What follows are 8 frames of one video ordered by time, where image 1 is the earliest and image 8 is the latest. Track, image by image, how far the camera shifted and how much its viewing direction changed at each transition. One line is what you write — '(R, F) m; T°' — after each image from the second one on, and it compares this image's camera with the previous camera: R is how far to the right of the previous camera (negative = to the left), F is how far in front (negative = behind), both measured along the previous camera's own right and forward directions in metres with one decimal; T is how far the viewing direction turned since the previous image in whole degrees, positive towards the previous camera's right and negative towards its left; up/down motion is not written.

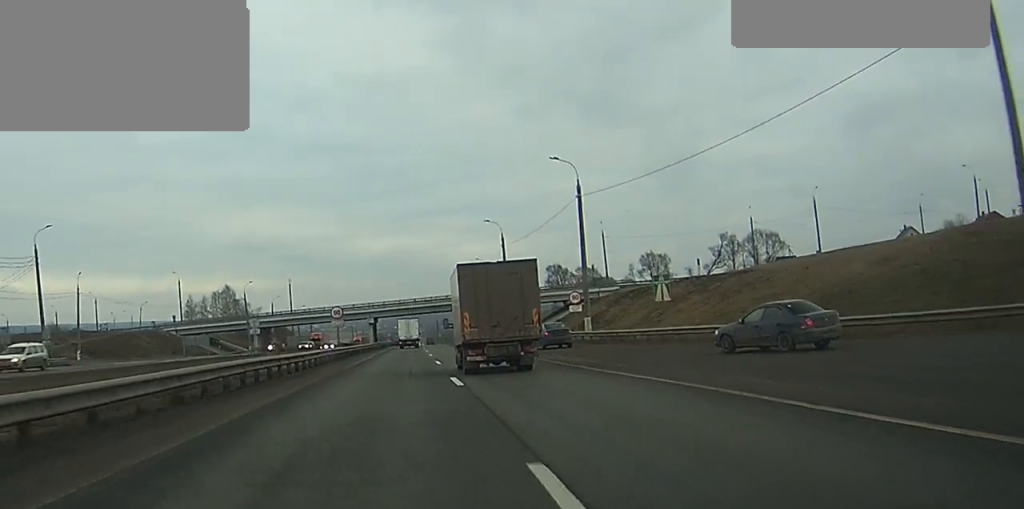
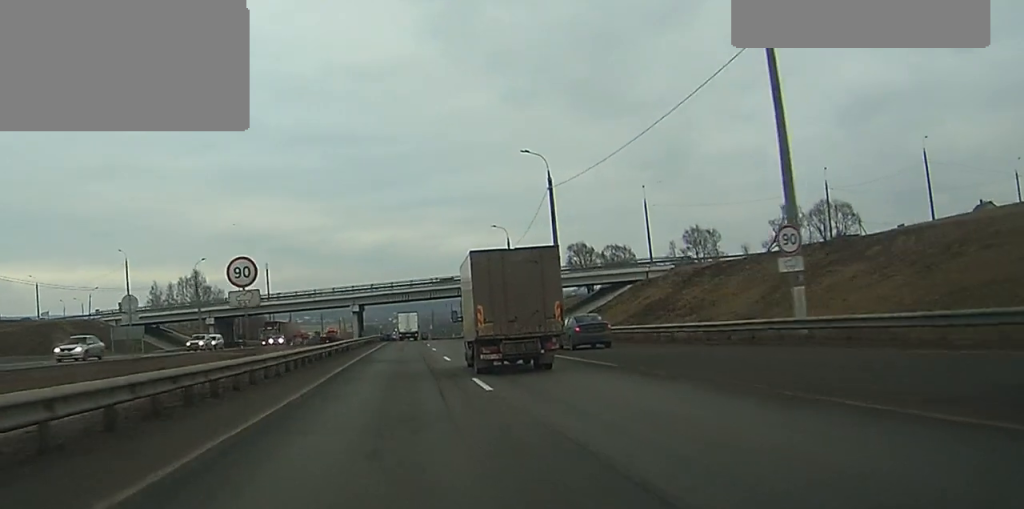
(+0.6, +35.9) m; +2°
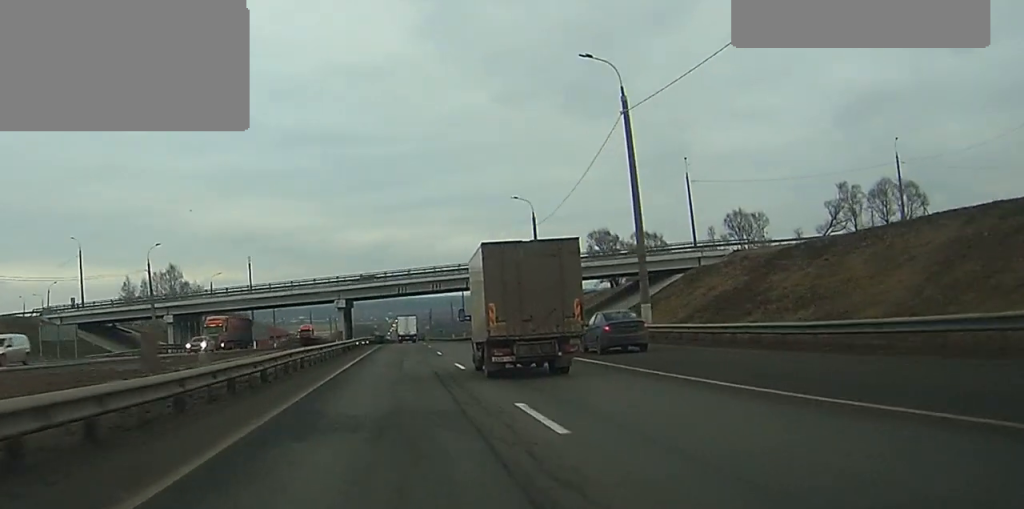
(+0.2, +23.6) m; 0°
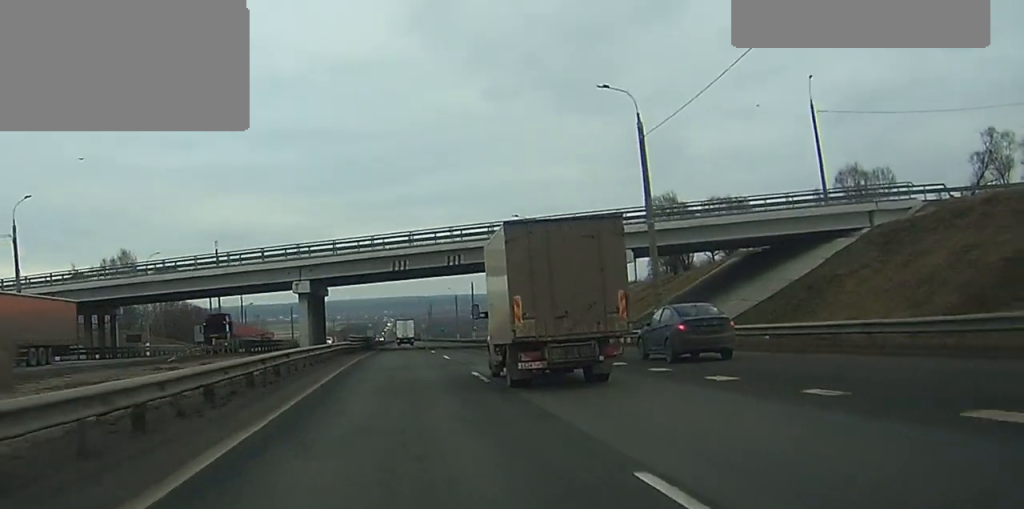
(0.0, +38.9) m; 0°
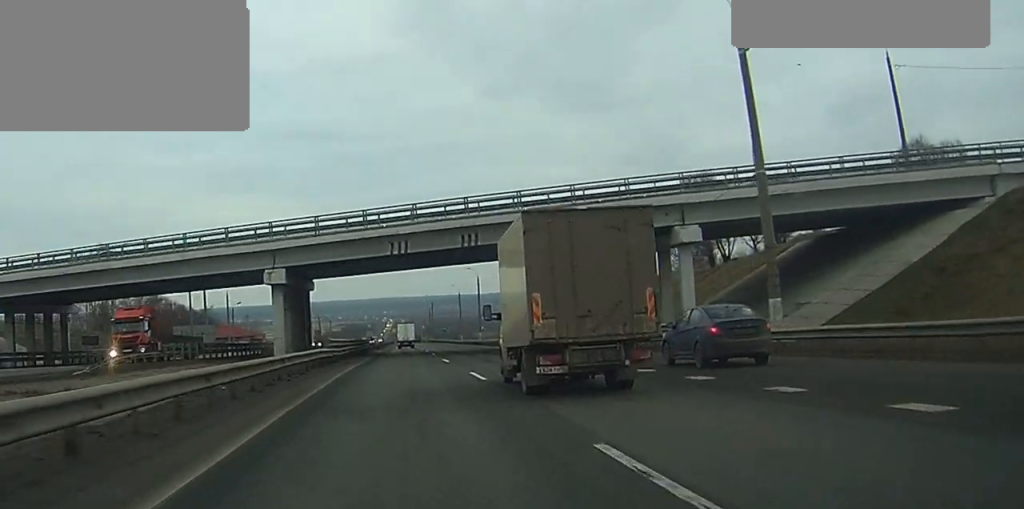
(0.0, +14.4) m; 0°
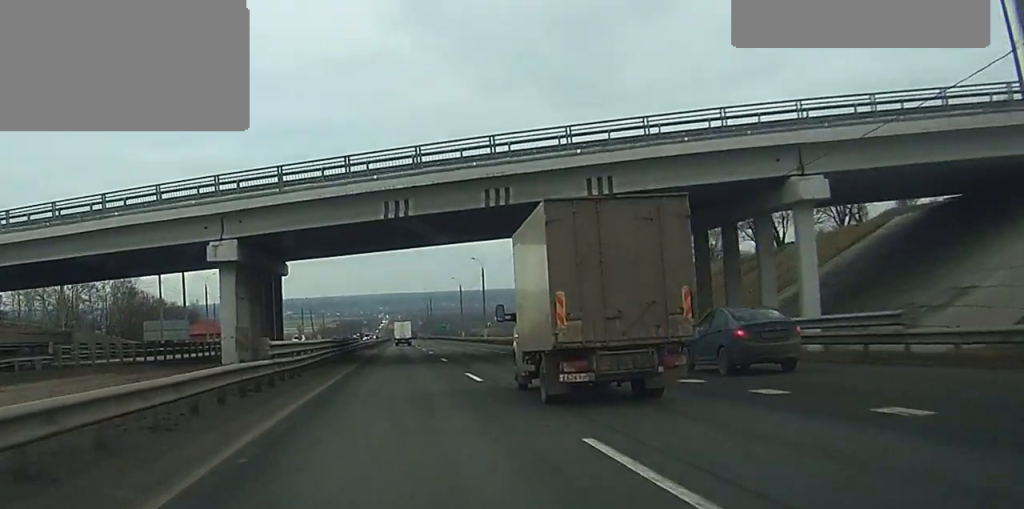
(0.0, +15.3) m; 0°
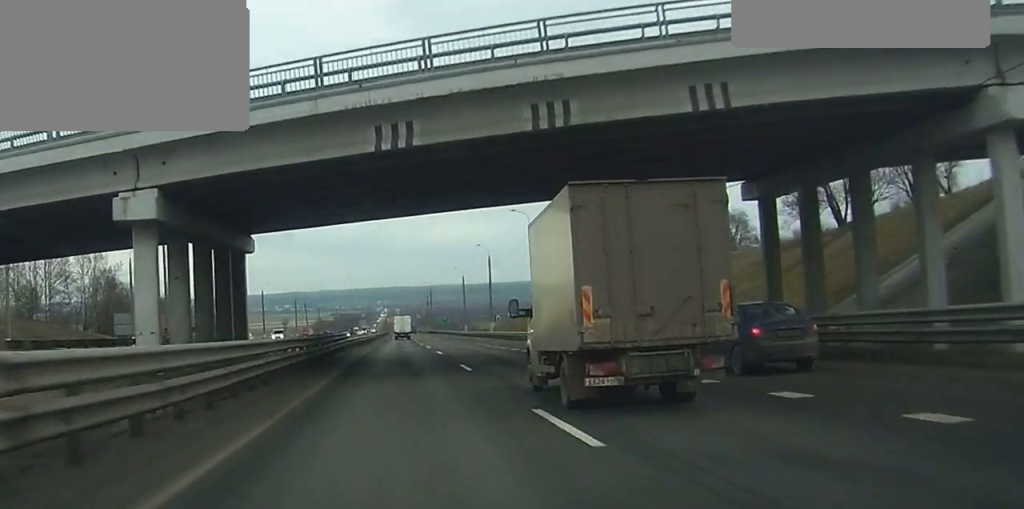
(0.0, +12.8) m; 0°
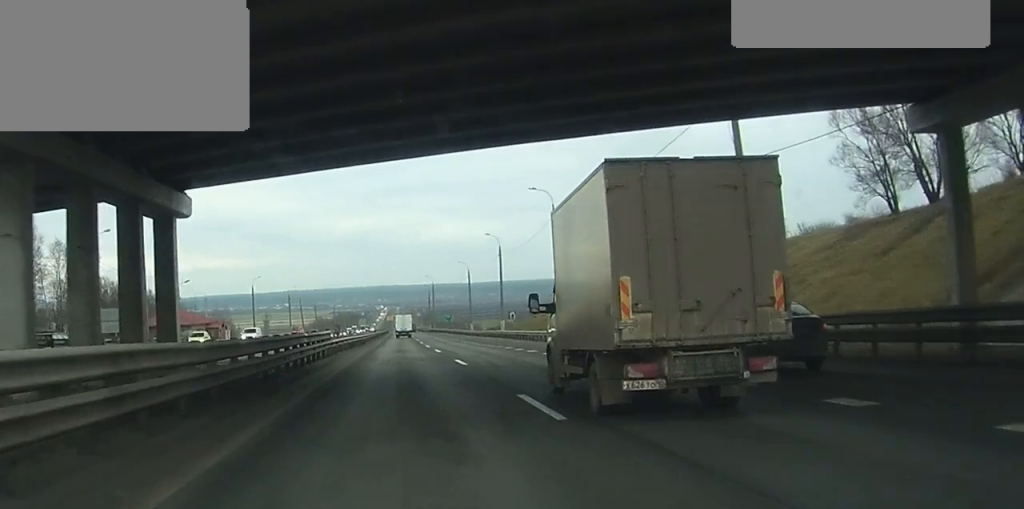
(0.0, +13.6) m; 0°
